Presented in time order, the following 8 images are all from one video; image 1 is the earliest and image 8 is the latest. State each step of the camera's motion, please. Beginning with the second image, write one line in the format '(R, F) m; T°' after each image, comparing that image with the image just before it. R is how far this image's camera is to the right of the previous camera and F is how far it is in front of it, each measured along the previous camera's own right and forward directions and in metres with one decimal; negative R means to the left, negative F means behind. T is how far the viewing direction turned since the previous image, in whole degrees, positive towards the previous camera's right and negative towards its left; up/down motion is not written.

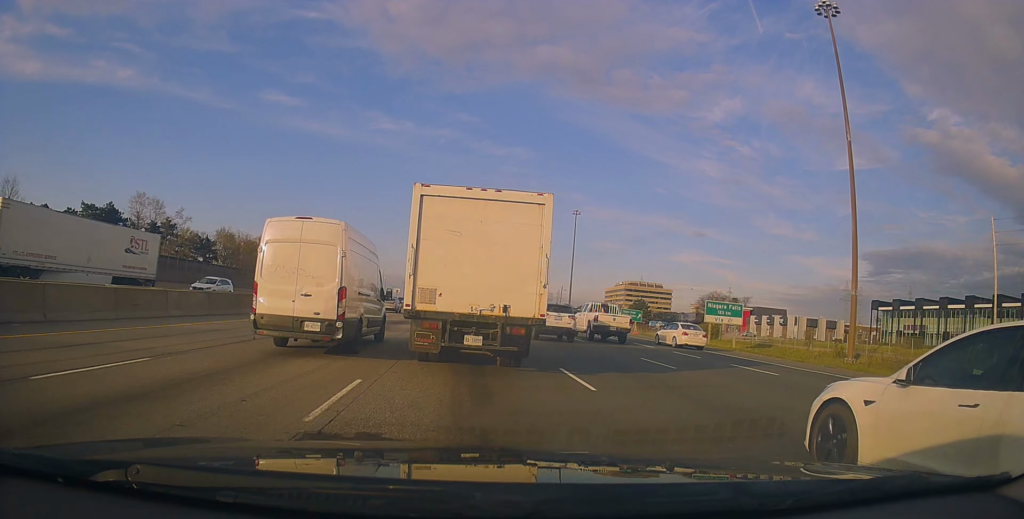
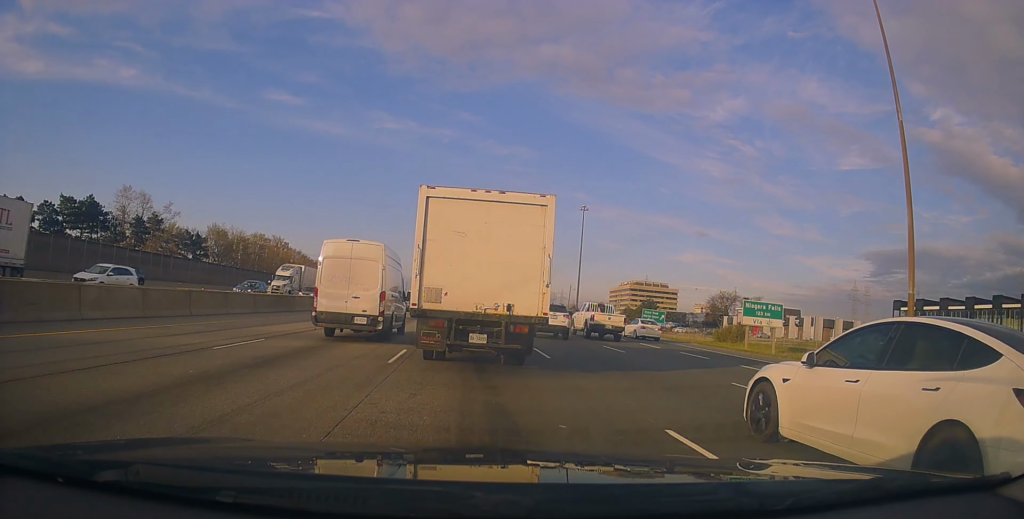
(0.0, +6.1) m; -2°
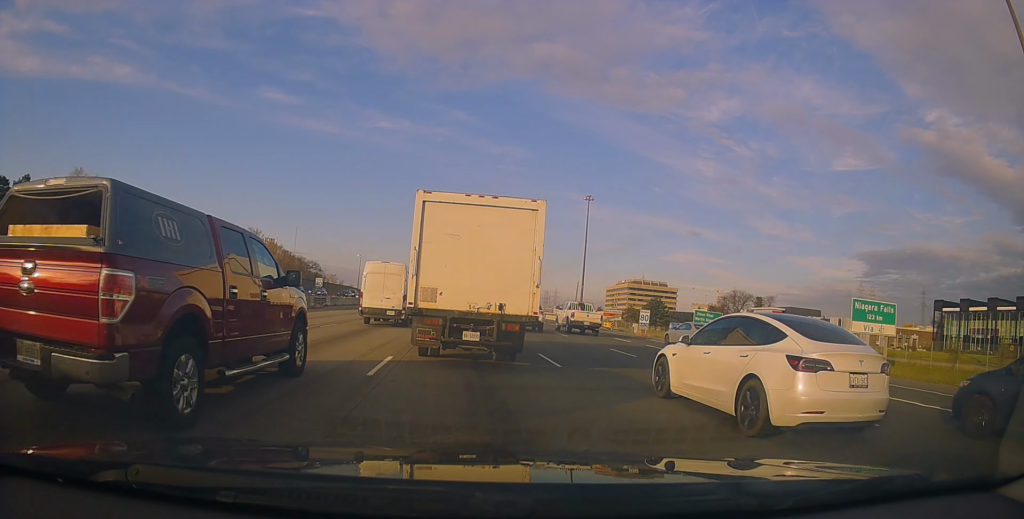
(-0.7, +13.5) m; -2°
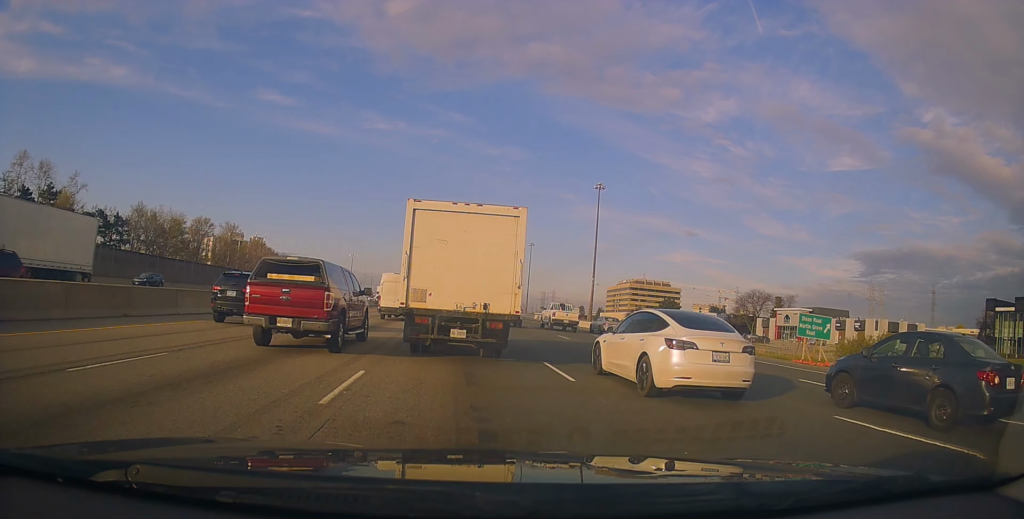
(+0.6, +13.9) m; +1°
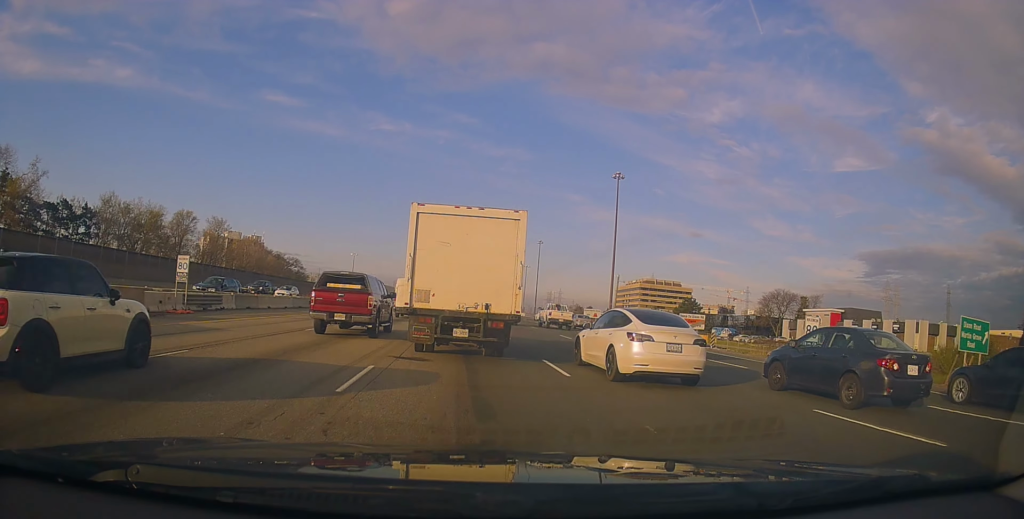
(-0.1, +10.6) m; -1°
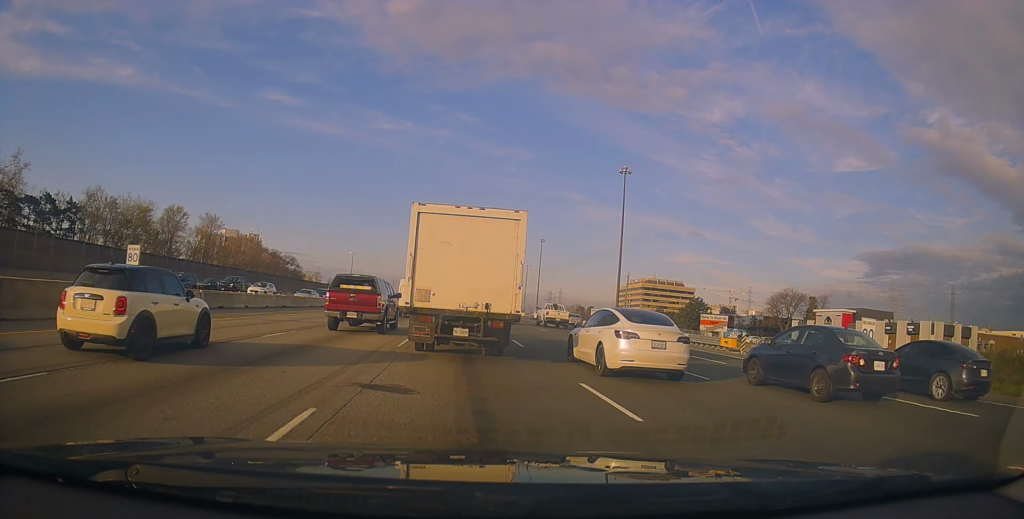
(0.0, +4.2) m; 0°
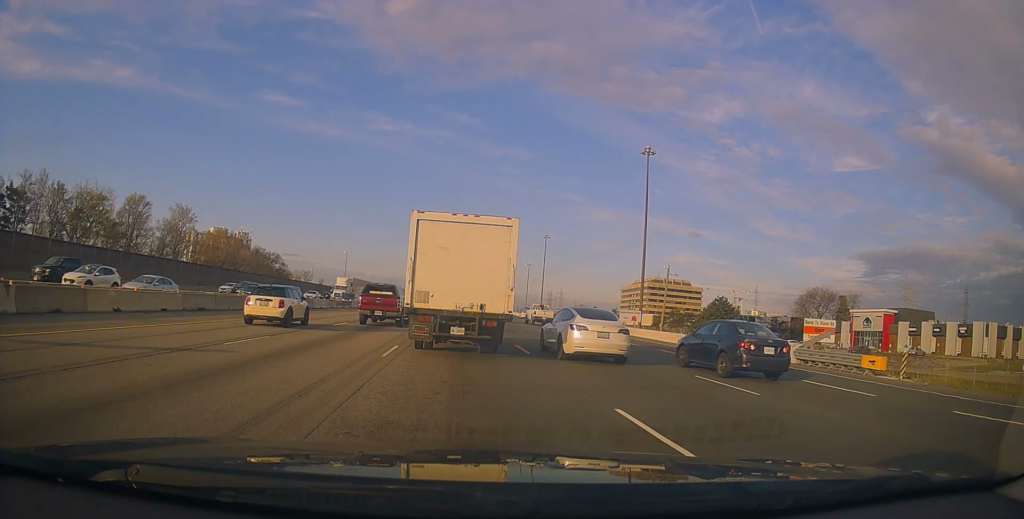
(0.0, +14.2) m; 0°
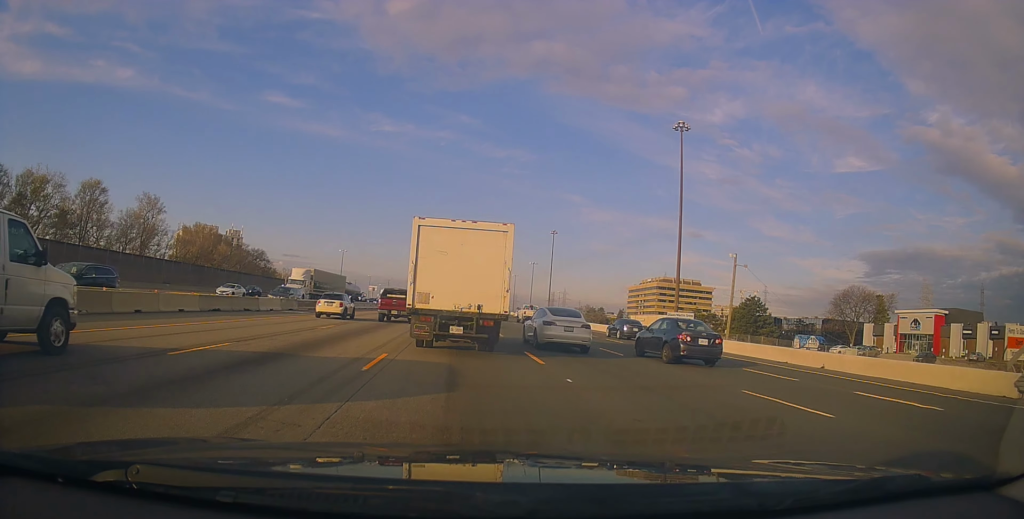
(0.0, +13.9) m; +1°
